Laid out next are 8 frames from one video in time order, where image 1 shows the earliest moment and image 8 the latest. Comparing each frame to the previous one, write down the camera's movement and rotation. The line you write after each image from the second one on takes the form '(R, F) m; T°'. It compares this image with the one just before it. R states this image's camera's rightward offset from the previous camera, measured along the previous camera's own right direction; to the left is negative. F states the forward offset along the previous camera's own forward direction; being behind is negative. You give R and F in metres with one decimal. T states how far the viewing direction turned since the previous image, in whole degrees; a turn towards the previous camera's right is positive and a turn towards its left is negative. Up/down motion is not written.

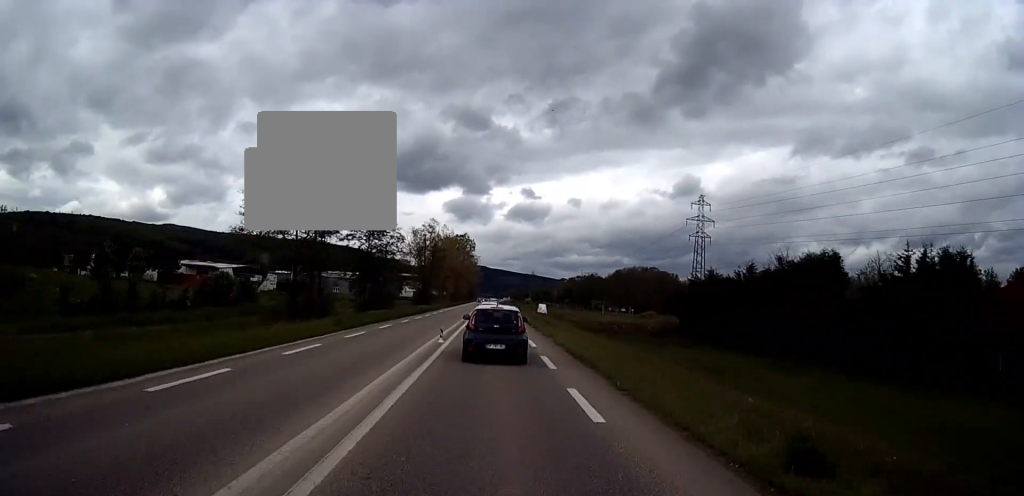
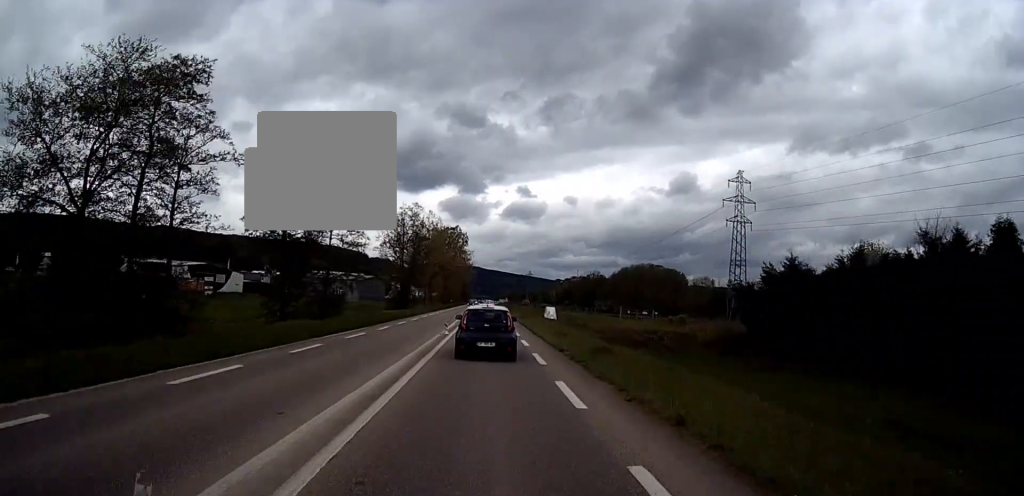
(+0.1, +14.7) m; 0°
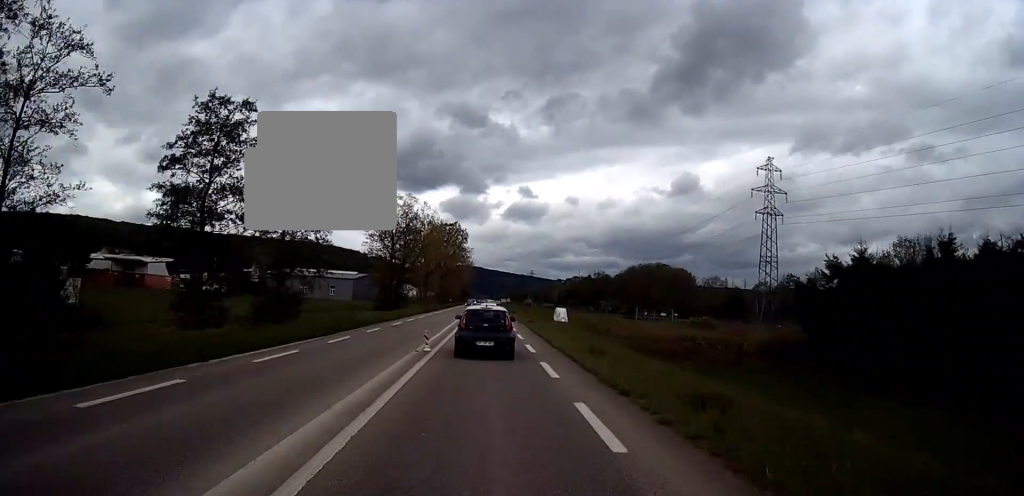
(0.0, +6.8) m; 0°
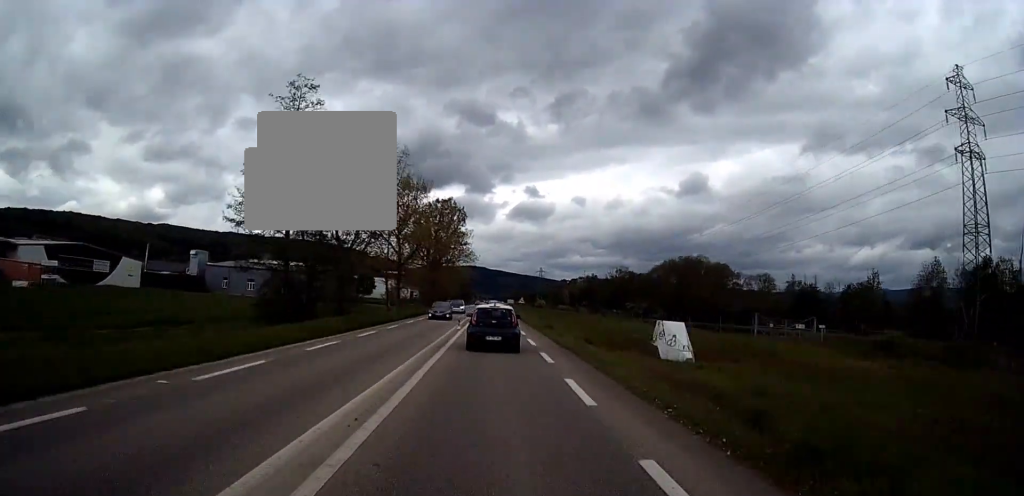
(0.0, +21.7) m; 0°
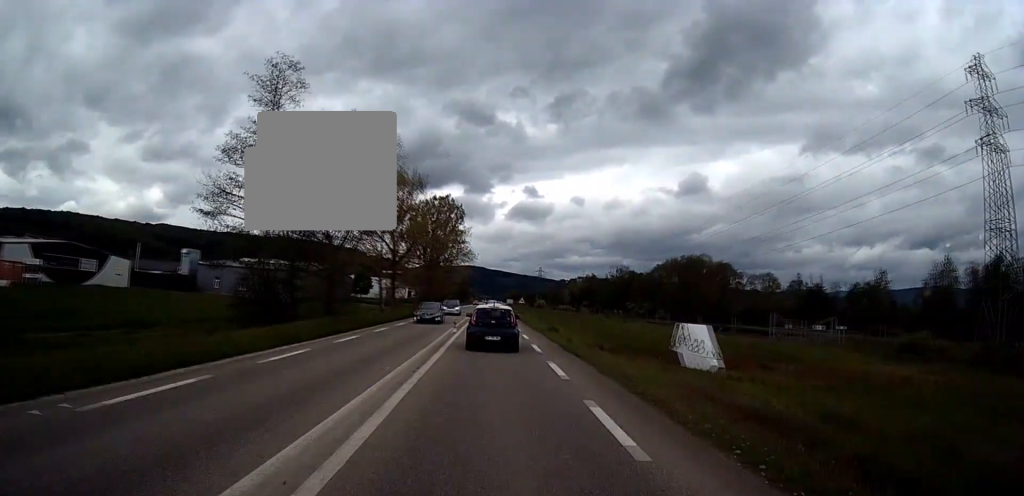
(0.0, +6.2) m; 0°
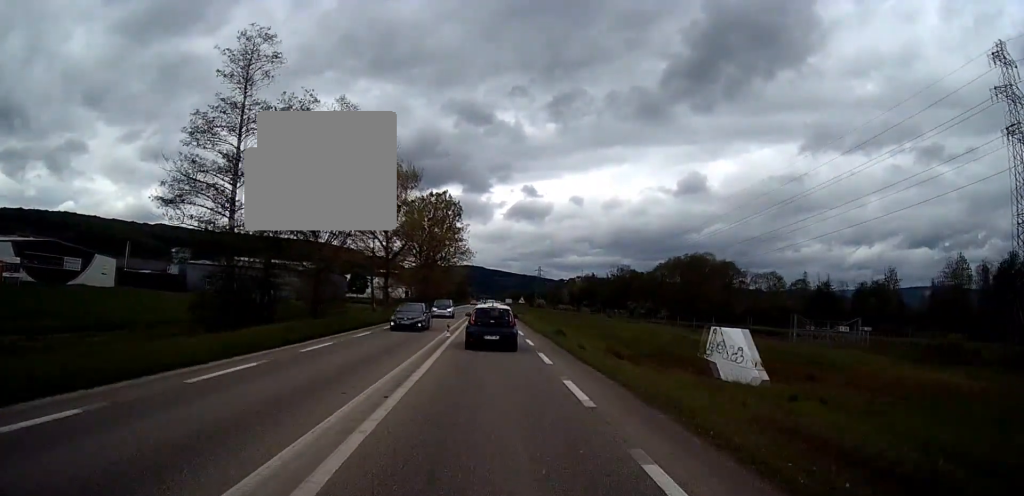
(0.0, +8.5) m; 0°
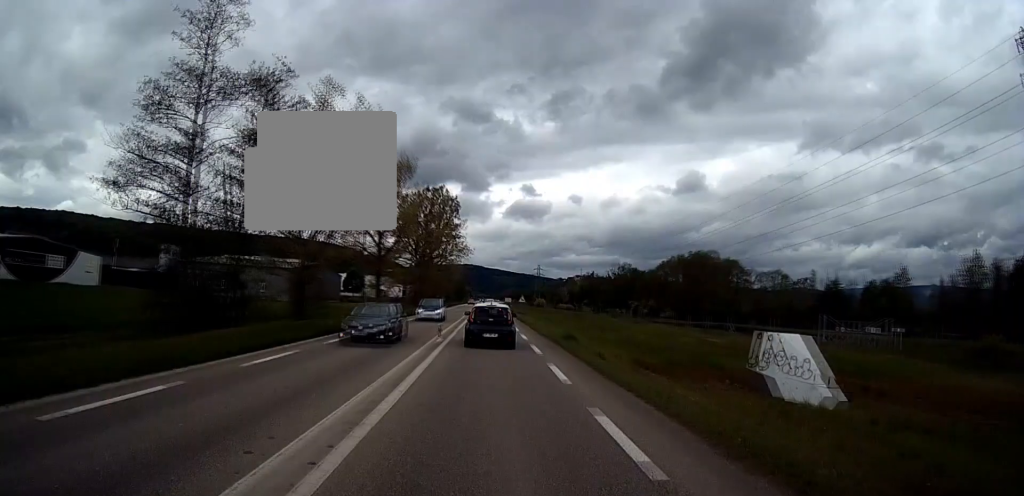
(0.0, +9.2) m; 0°
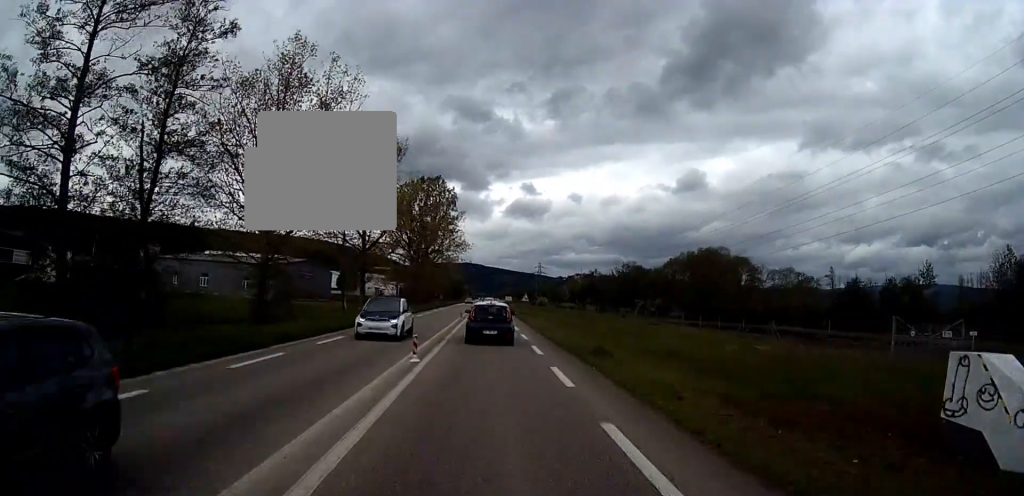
(-0.1, +15.8) m; 0°
